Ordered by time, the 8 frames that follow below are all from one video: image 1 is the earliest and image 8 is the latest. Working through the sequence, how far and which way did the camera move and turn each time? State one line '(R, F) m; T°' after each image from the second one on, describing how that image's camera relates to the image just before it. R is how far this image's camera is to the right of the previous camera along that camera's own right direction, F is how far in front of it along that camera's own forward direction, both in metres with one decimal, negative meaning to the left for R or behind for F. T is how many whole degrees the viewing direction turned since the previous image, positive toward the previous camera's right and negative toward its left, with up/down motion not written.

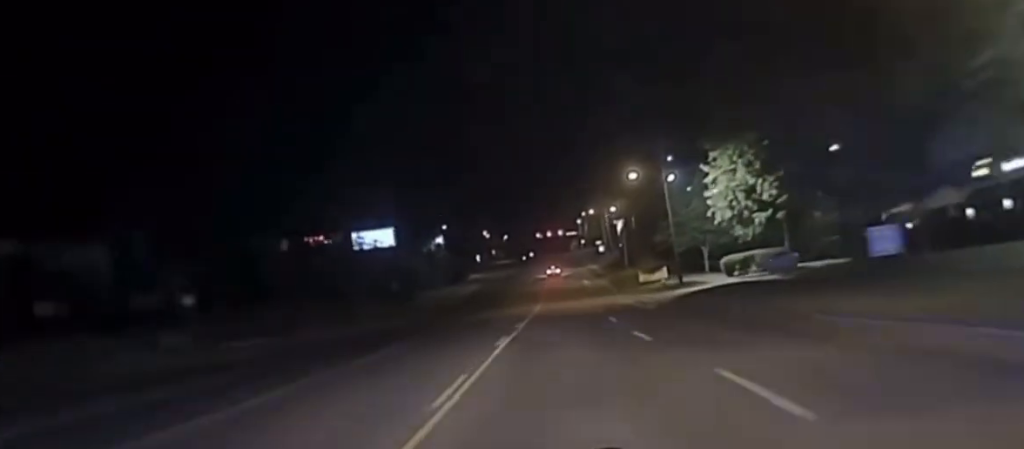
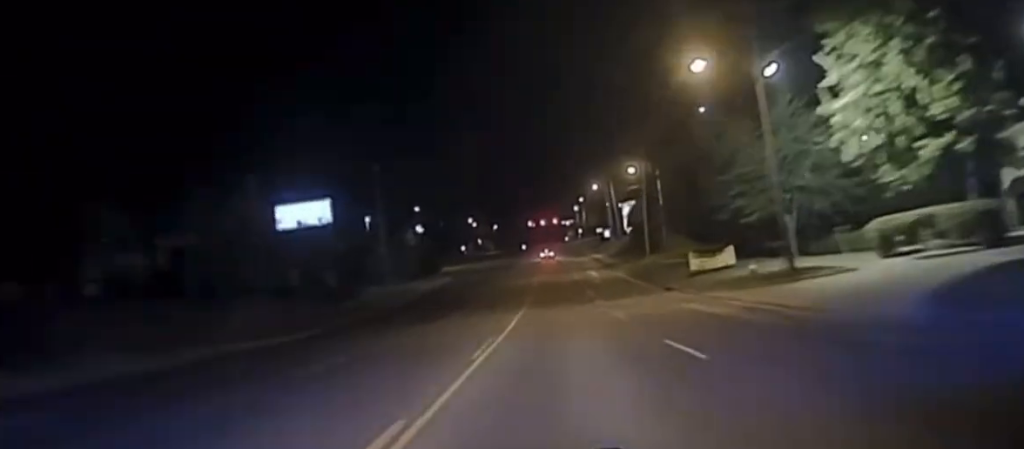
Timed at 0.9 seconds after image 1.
(-0.1, +32.3) m; +1°
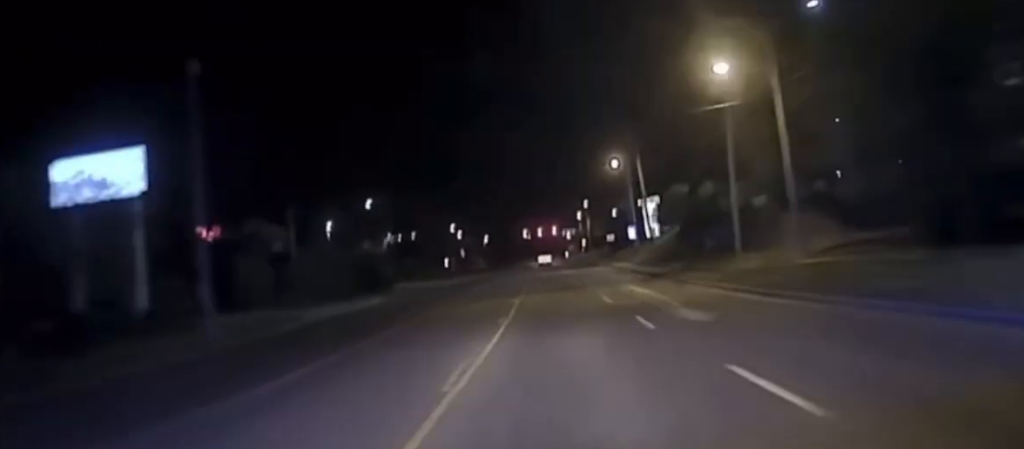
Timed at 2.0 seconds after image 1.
(+0.9, +44.1) m; +2°
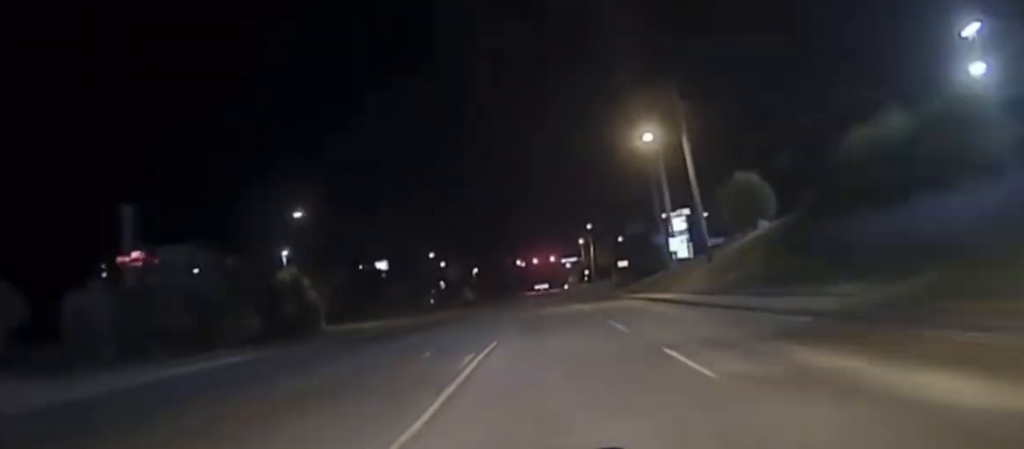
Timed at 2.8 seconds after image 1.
(+0.2, +31.6) m; 0°
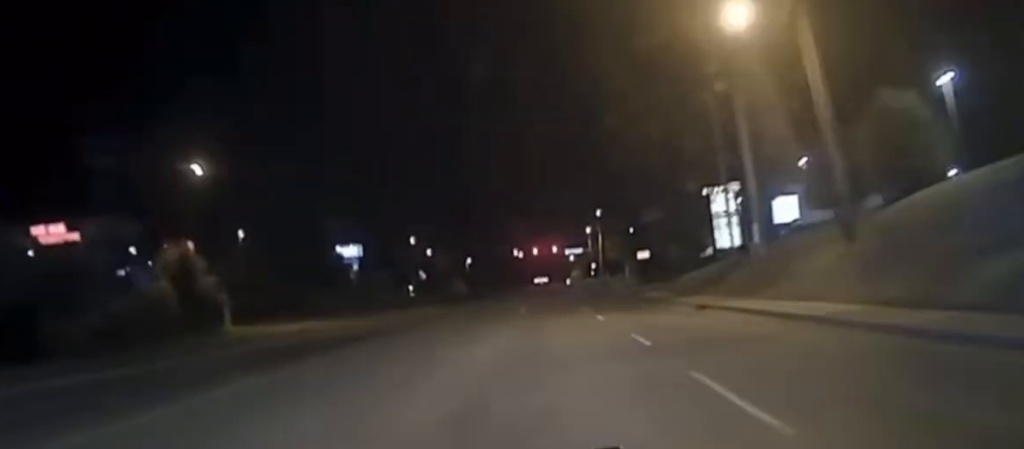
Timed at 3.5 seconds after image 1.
(-0.1, +26.1) m; -1°
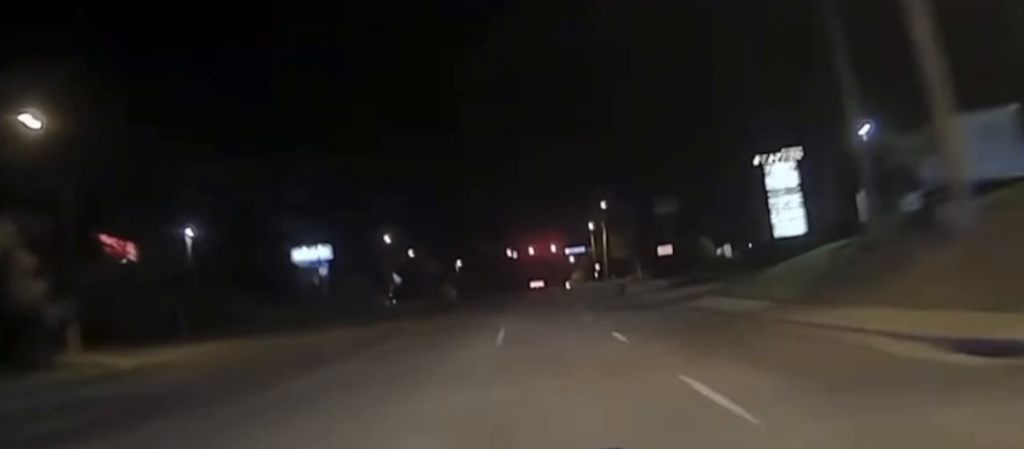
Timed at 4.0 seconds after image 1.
(-0.2, +20.2) m; 0°
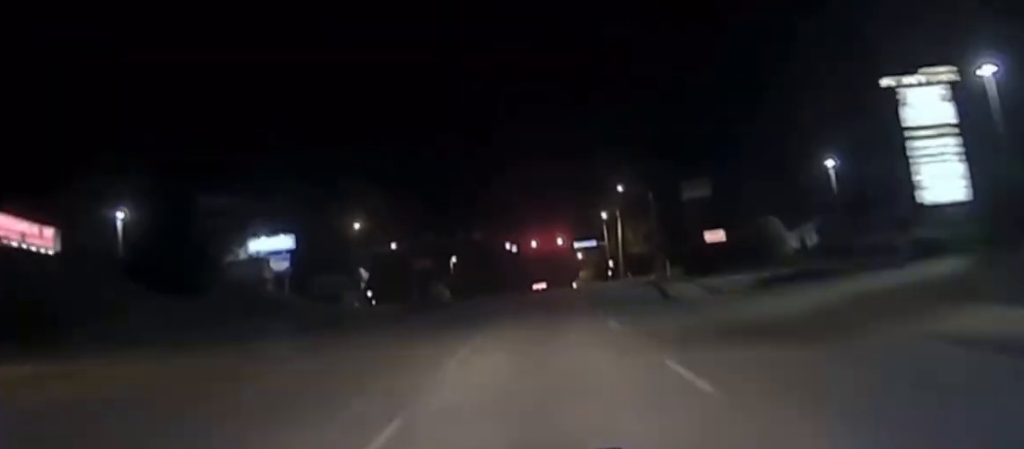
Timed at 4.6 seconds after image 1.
(0.0, +22.0) m; 0°
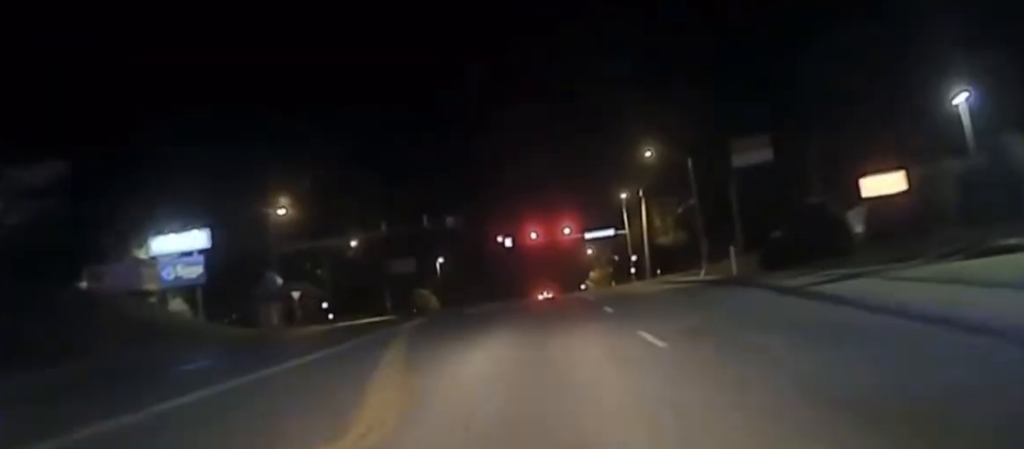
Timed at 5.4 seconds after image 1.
(+0.3, +29.2) m; 0°
